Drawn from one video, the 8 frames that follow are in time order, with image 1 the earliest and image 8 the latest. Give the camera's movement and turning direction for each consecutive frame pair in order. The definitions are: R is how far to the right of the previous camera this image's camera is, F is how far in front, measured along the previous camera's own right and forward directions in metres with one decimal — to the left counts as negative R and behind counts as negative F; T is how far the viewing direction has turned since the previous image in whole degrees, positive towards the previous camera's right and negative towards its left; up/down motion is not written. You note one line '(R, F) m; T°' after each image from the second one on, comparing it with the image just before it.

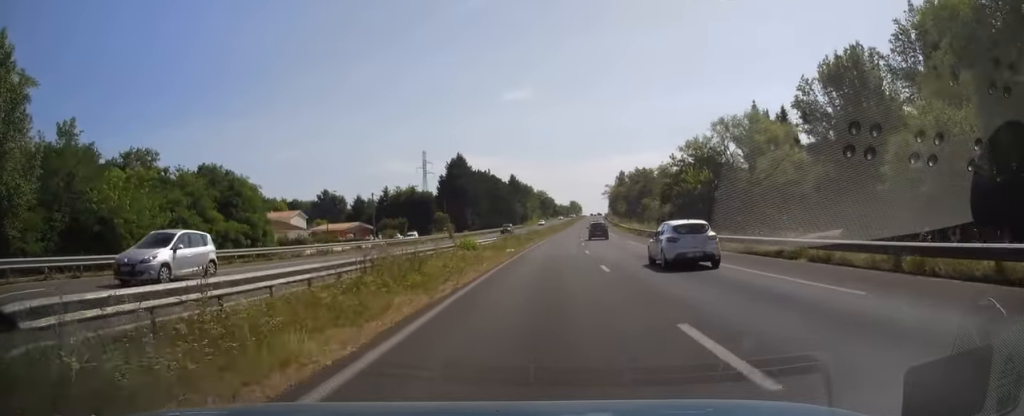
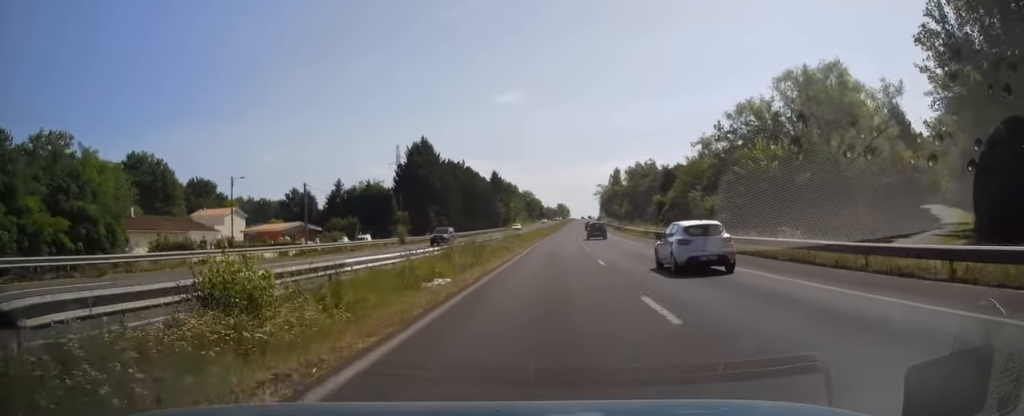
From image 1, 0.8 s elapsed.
(+0.3, +22.5) m; +2°
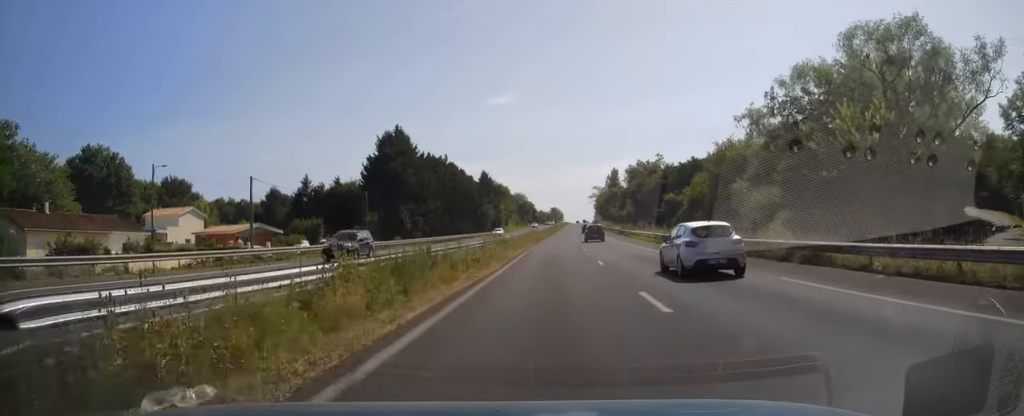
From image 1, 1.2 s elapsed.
(+0.2, +12.2) m; +1°
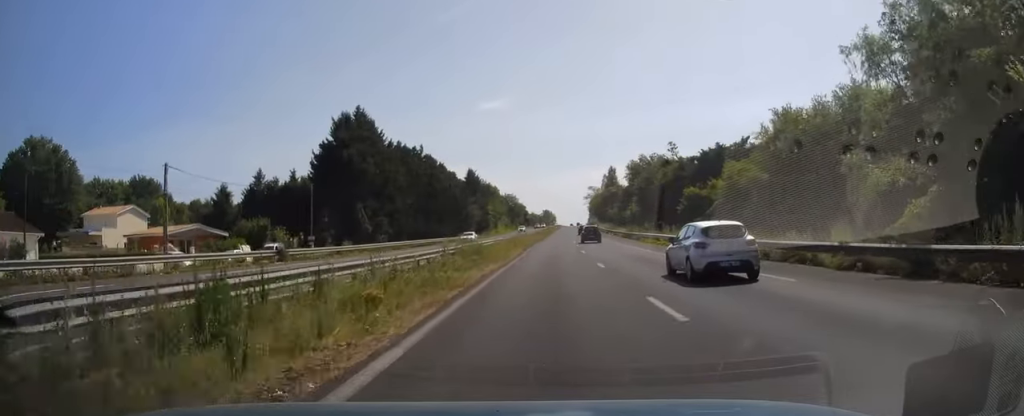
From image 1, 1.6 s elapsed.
(+0.1, +13.7) m; 0°
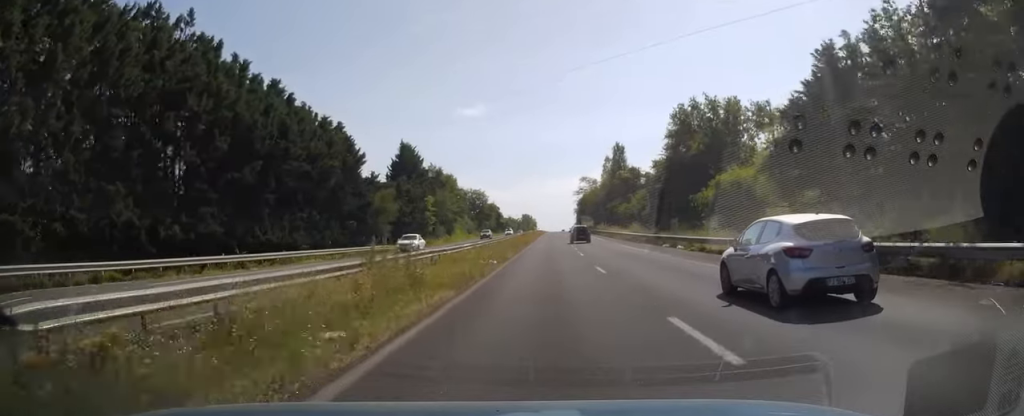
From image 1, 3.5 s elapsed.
(+0.2, +54.7) m; +2°
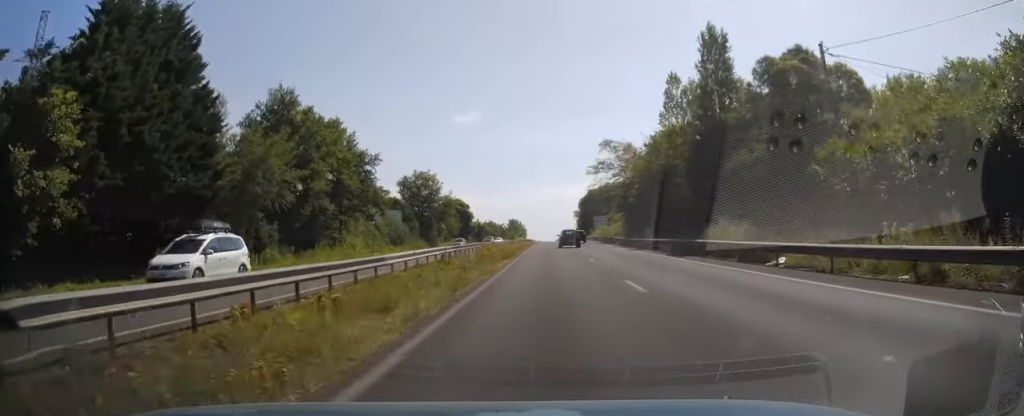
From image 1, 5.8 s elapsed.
(+1.3, +70.5) m; +1°
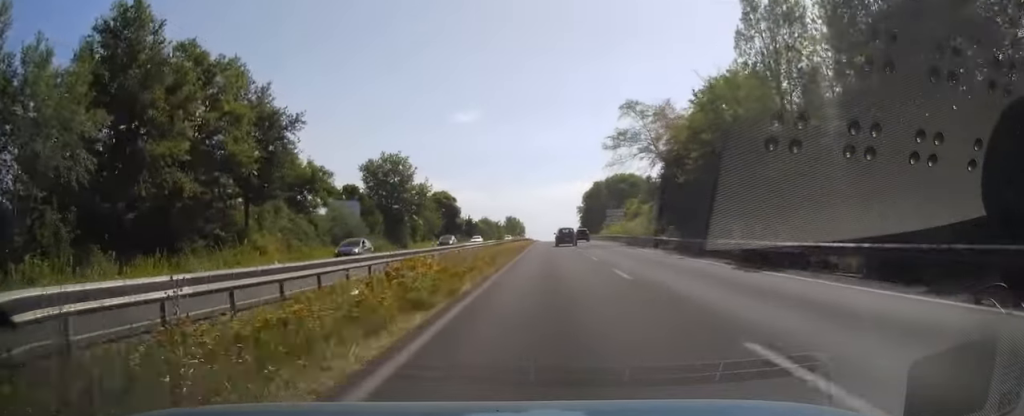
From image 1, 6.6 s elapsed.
(+0.2, +23.1) m; 0°
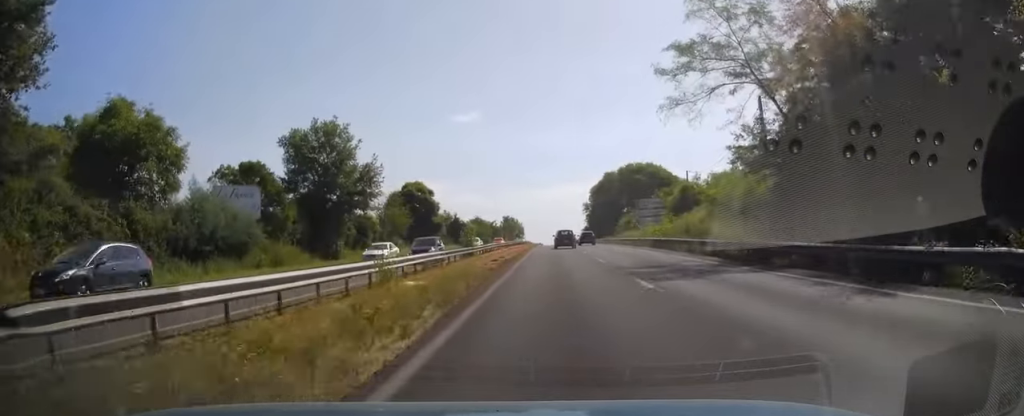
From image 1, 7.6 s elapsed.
(0.0, +29.0) m; 0°
